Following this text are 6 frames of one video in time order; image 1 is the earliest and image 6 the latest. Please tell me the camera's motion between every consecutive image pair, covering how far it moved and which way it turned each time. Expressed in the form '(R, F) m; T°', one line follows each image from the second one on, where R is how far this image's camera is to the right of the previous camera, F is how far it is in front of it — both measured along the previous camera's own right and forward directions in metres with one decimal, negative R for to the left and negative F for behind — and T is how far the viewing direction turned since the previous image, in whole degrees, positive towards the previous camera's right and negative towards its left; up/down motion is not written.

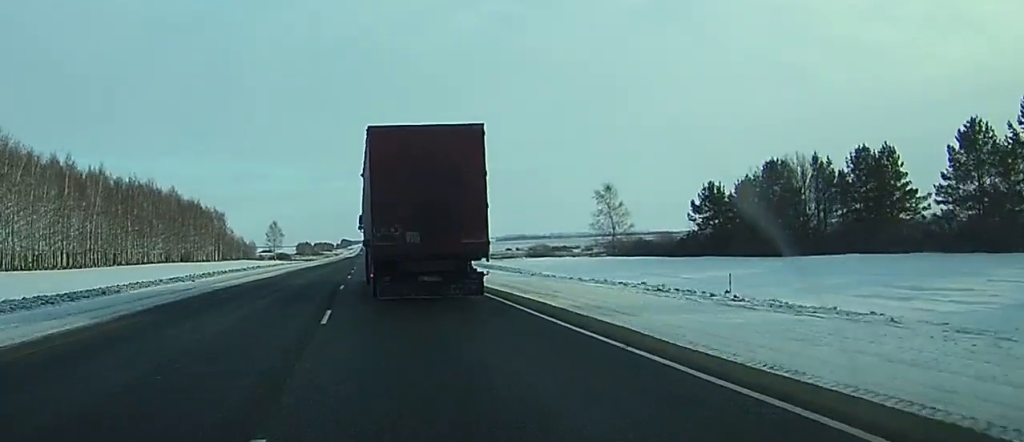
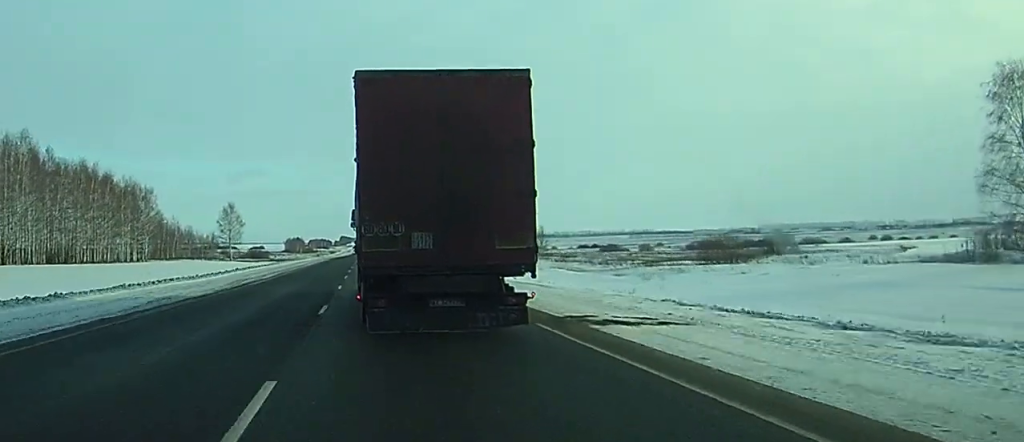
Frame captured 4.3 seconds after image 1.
(+0.9, +110.0) m; +1°
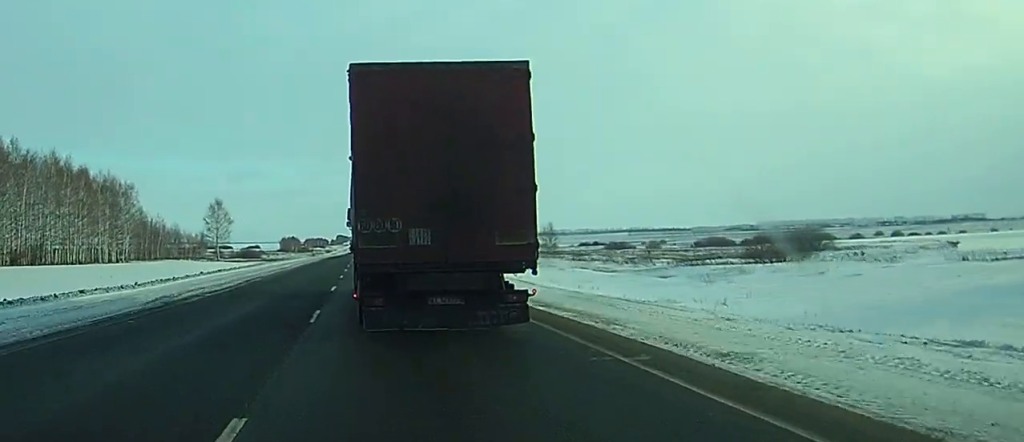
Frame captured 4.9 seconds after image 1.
(0.0, +13.9) m; 0°
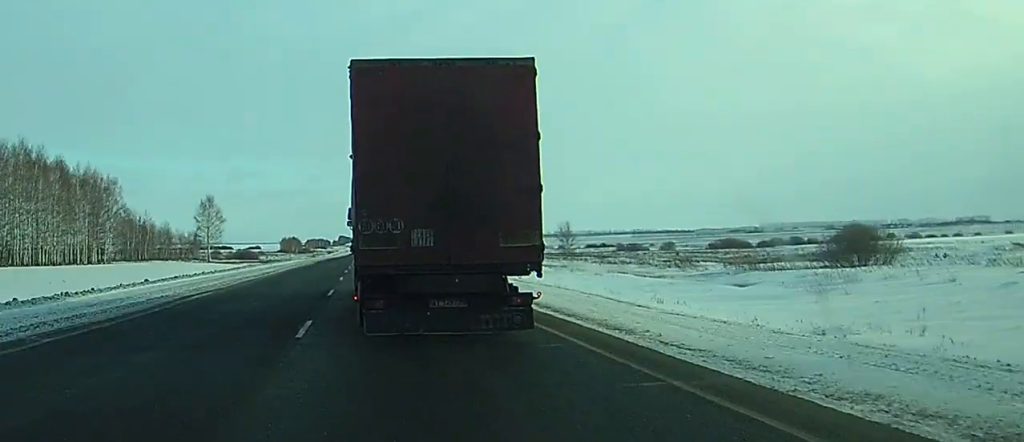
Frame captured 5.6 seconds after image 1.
(0.0, +14.6) m; 0°
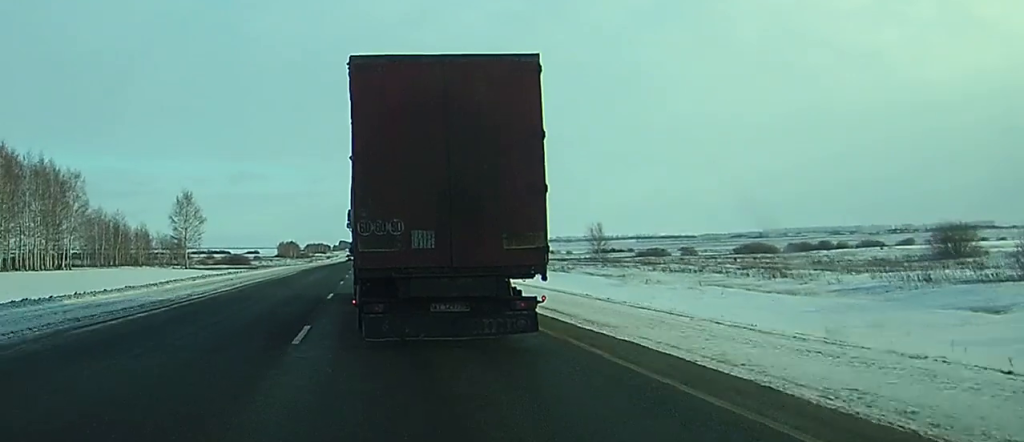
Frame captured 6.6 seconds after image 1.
(+0.1, +24.4) m; +1°
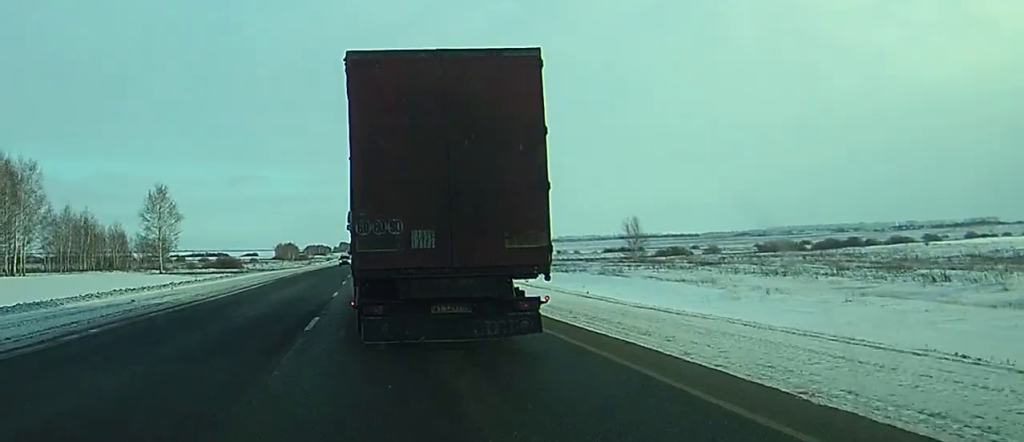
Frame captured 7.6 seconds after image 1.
(+0.2, +21.3) m; +1°
